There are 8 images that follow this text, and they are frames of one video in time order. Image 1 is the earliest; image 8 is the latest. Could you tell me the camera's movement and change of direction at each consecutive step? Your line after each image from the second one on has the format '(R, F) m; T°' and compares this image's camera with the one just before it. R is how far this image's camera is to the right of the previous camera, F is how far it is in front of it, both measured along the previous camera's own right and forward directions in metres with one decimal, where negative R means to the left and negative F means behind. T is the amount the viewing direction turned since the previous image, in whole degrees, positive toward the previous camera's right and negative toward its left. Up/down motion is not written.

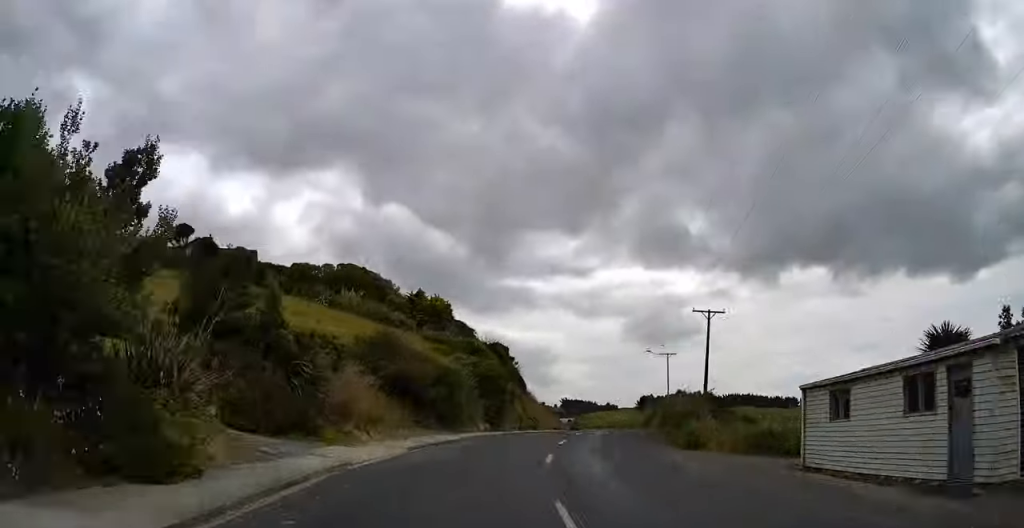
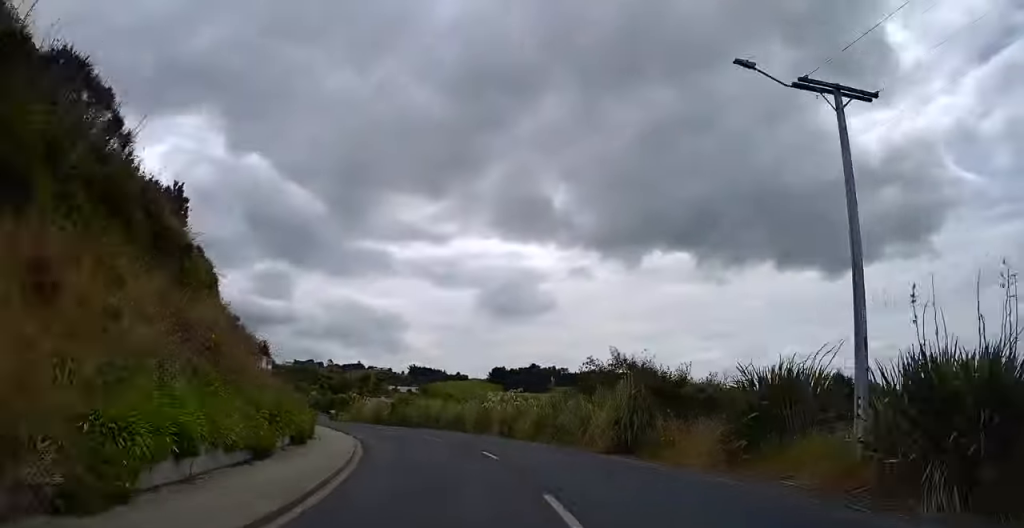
(+0.3, +54.7) m; -6°
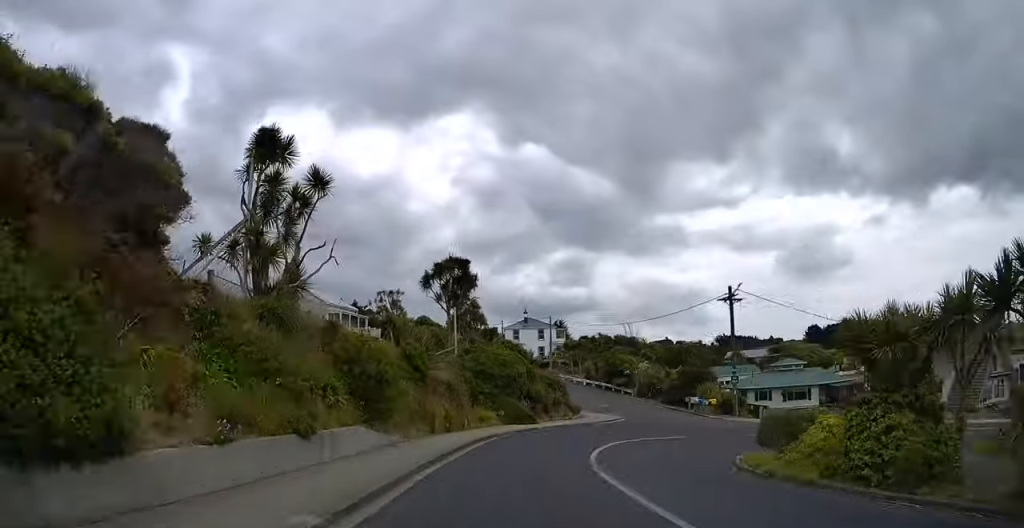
(-7.1, +52.8) m; +8°
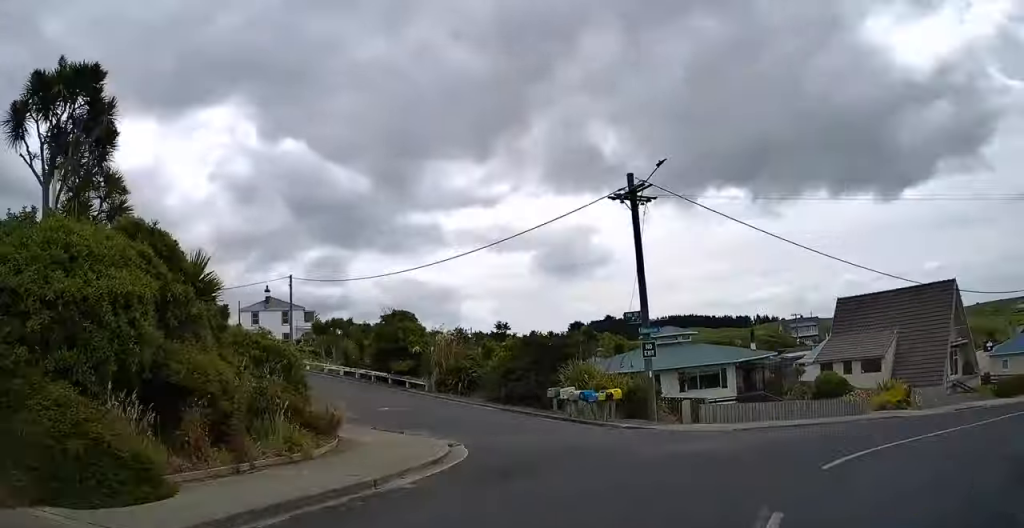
(+7.8, +21.1) m; +30°
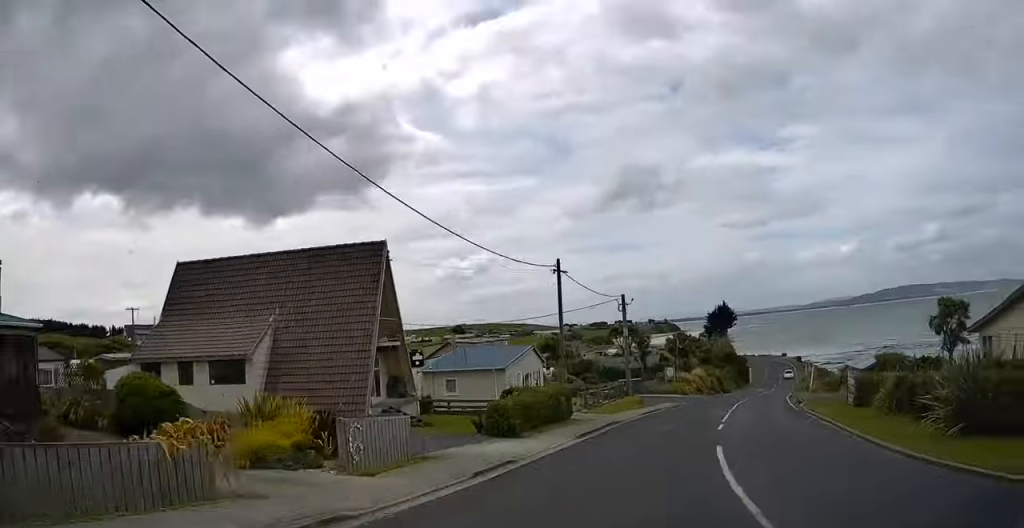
(+3.5, +22.0) m; +27°
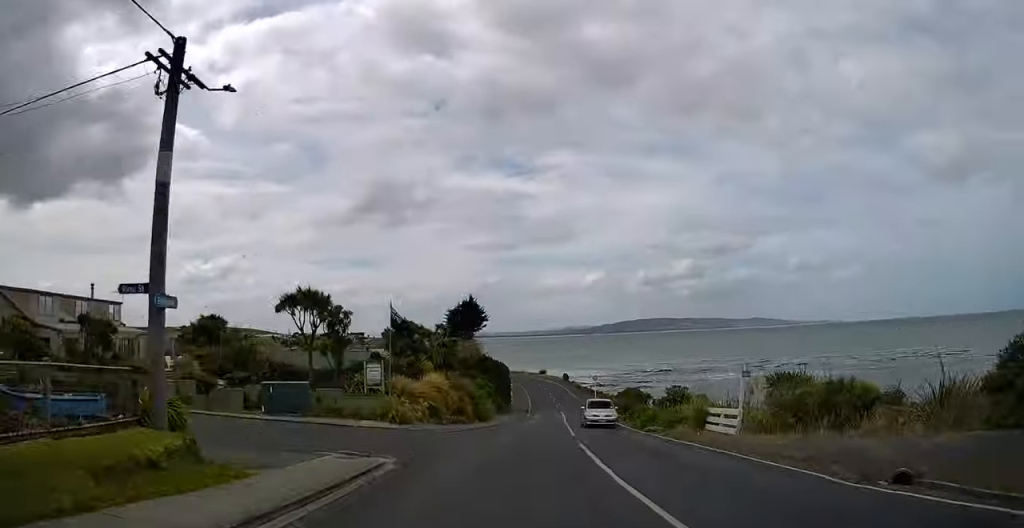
(+15.5, +38.8) m; +25°
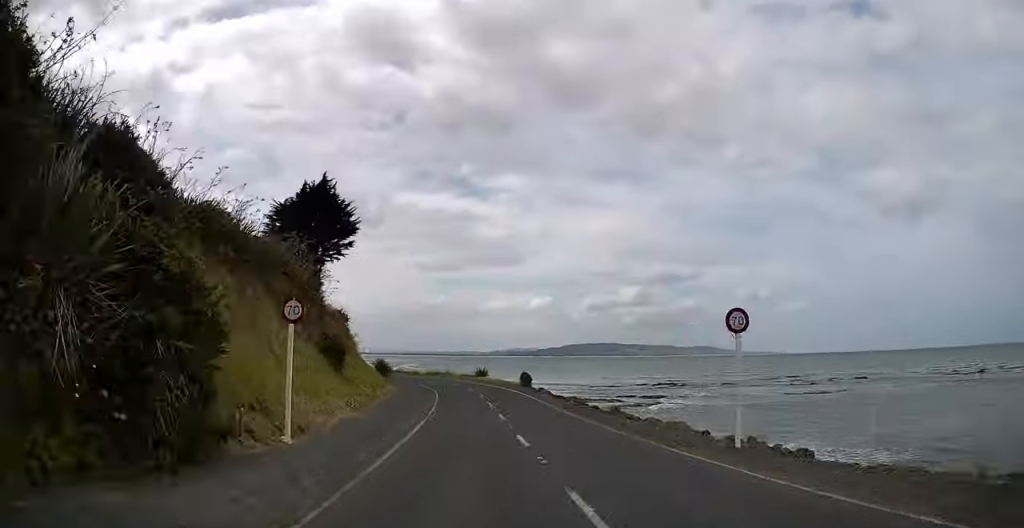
(+3.2, +63.1) m; -2°
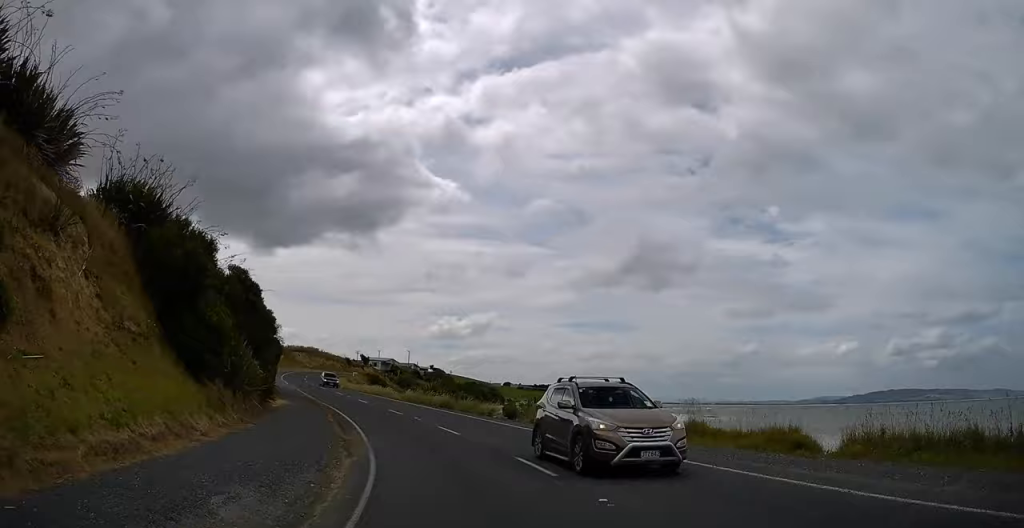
(-13.2, +77.2) m; -30°
